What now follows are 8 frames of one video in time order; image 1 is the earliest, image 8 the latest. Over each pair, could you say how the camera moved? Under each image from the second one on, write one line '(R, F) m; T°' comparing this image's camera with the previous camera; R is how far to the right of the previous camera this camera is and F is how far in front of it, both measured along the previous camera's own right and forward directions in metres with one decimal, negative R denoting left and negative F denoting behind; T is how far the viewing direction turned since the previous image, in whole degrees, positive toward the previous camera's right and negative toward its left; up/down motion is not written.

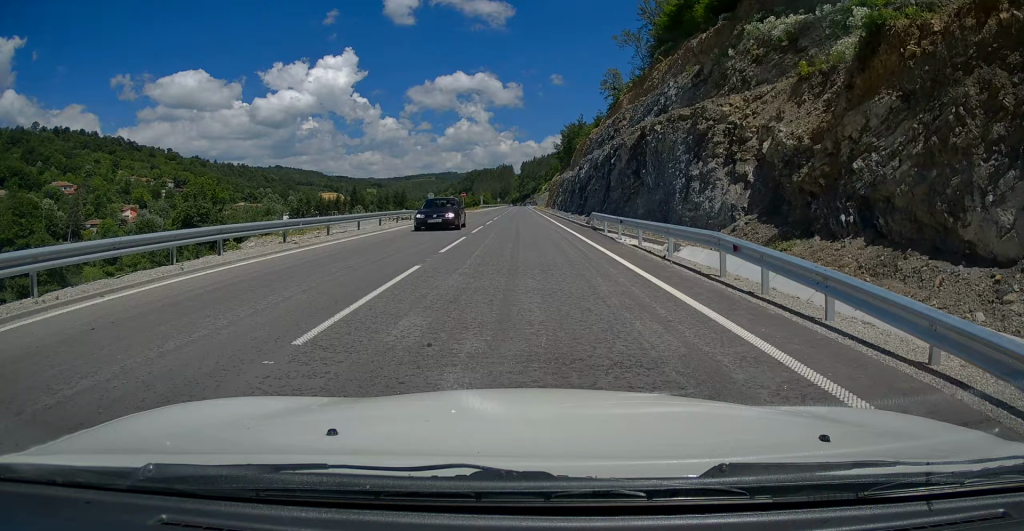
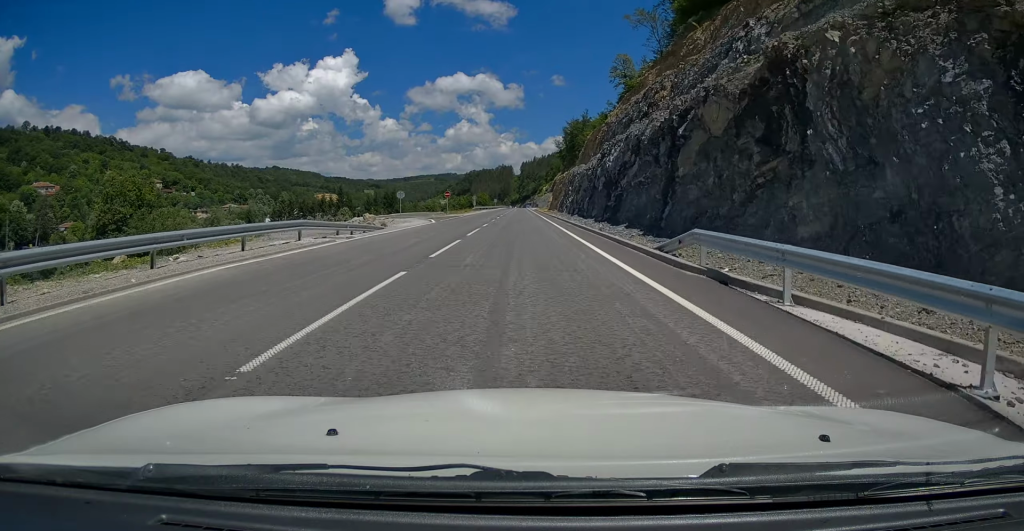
(0.0, +18.4) m; -1°
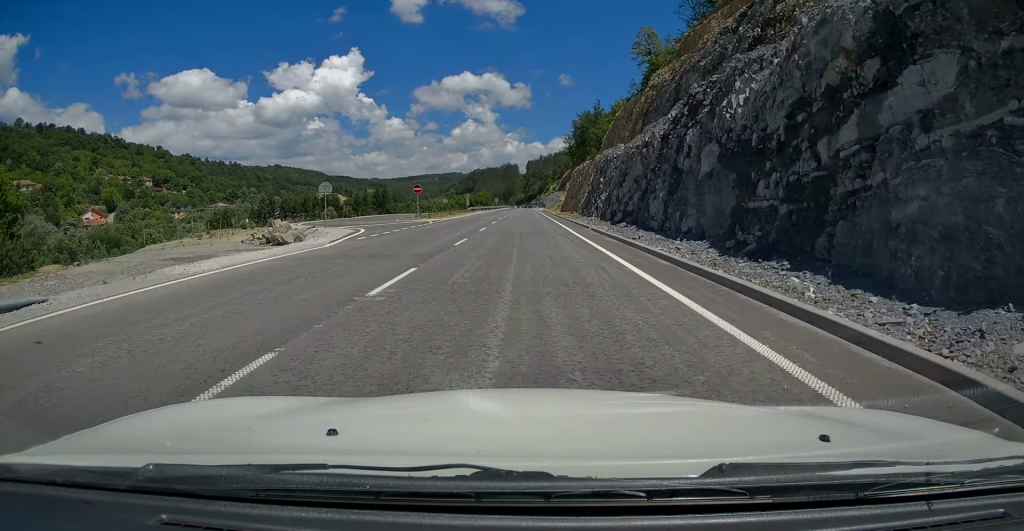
(-0.3, +23.3) m; -1°
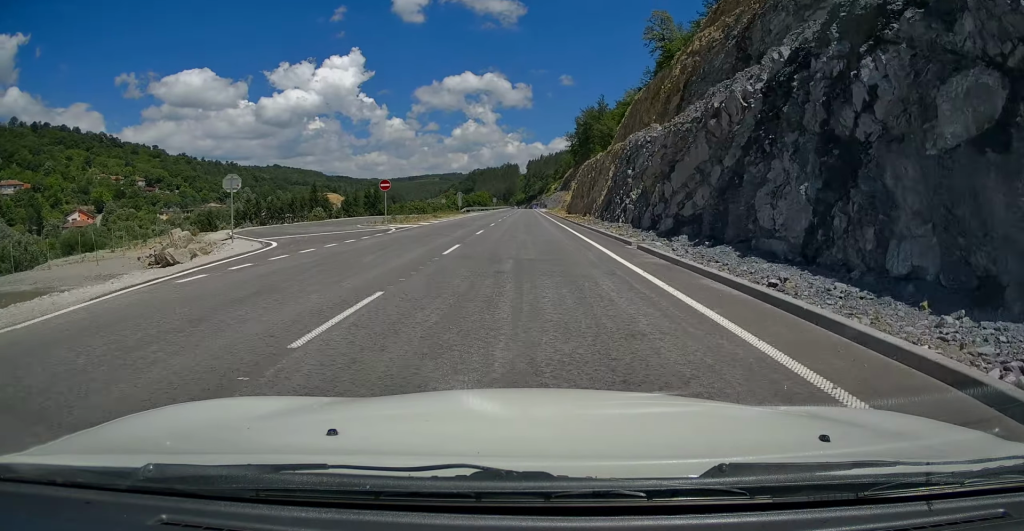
(-0.2, +11.7) m; 0°
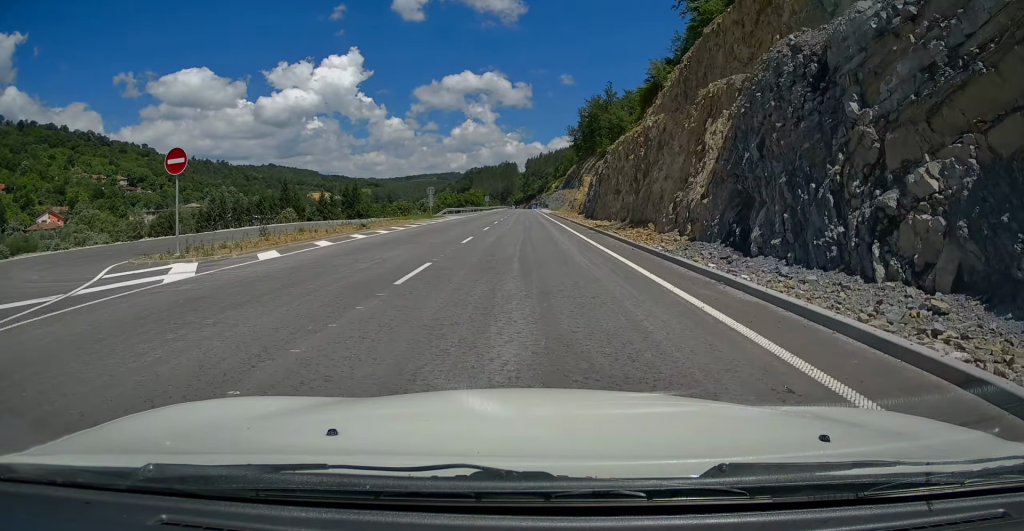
(+0.1, +23.3) m; 0°
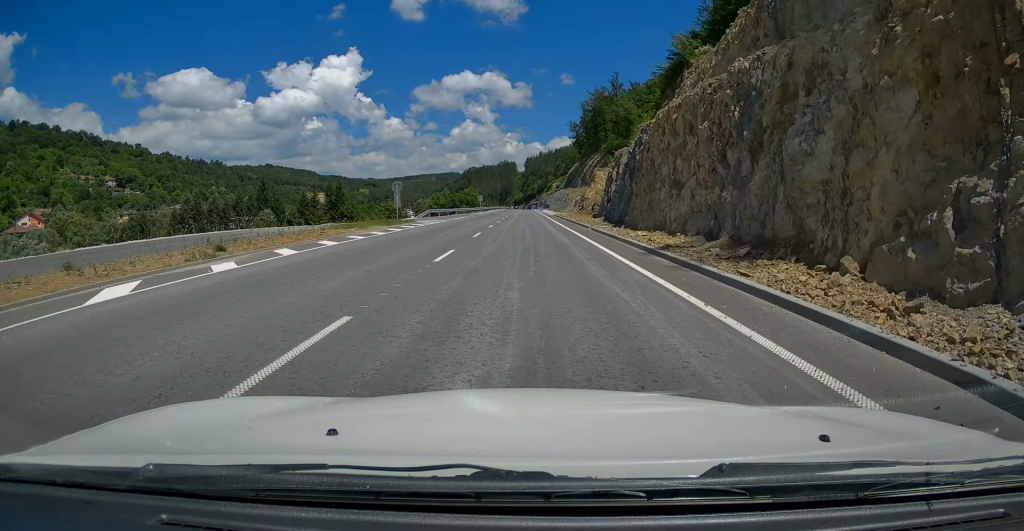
(0.0, +14.3) m; 0°
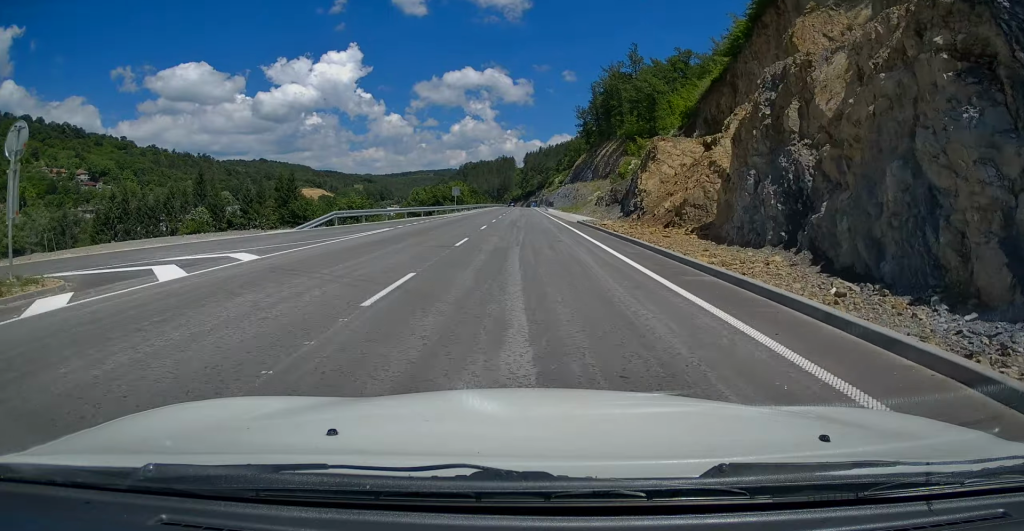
(-0.2, +32.0) m; 0°
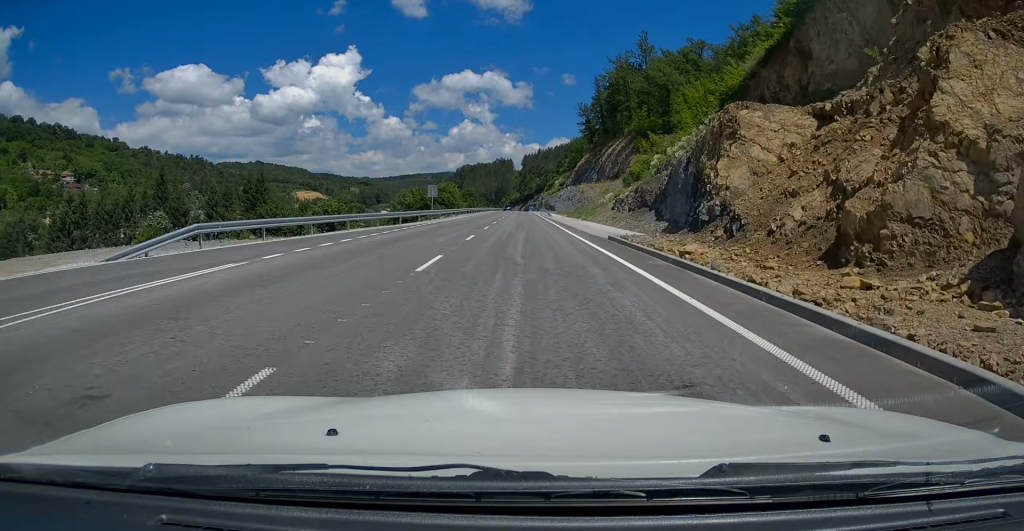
(+0.1, +14.4) m; 0°
